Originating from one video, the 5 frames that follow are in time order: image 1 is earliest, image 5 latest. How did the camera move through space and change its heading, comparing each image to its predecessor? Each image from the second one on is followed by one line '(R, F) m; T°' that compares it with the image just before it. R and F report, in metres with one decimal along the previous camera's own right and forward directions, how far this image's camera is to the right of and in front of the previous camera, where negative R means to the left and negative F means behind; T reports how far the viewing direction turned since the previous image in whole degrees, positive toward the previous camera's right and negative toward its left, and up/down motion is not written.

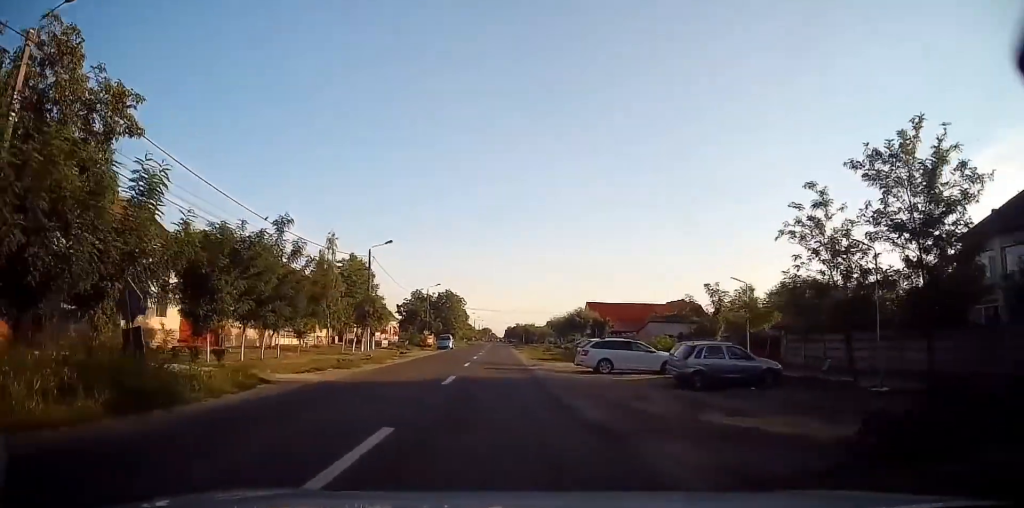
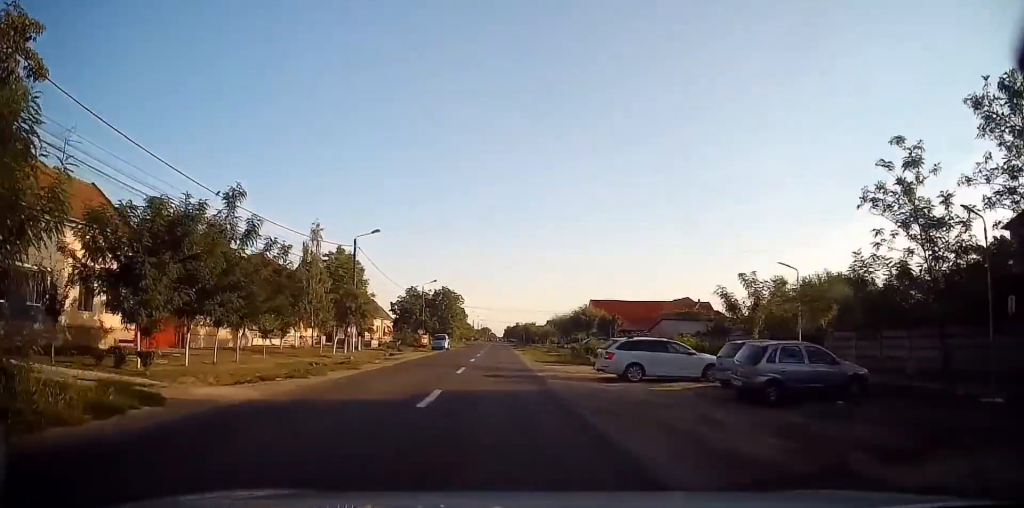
(0.0, +4.4) m; 0°
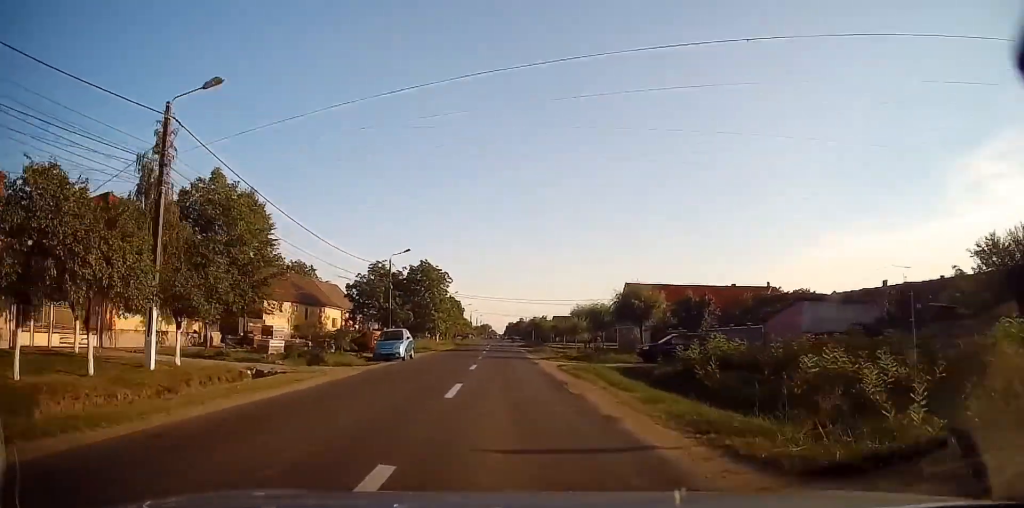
(-0.1, +23.9) m; -2°
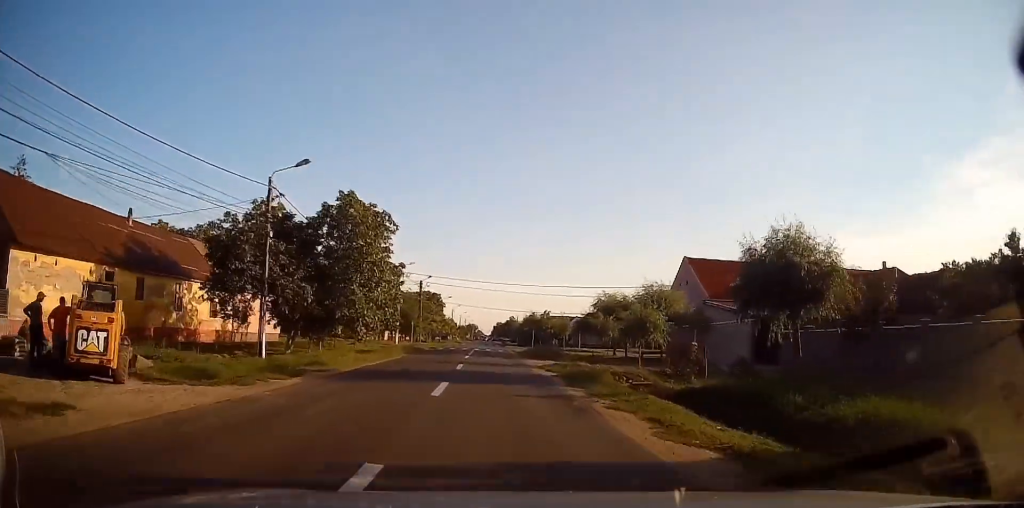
(+0.8, +25.5) m; +3°
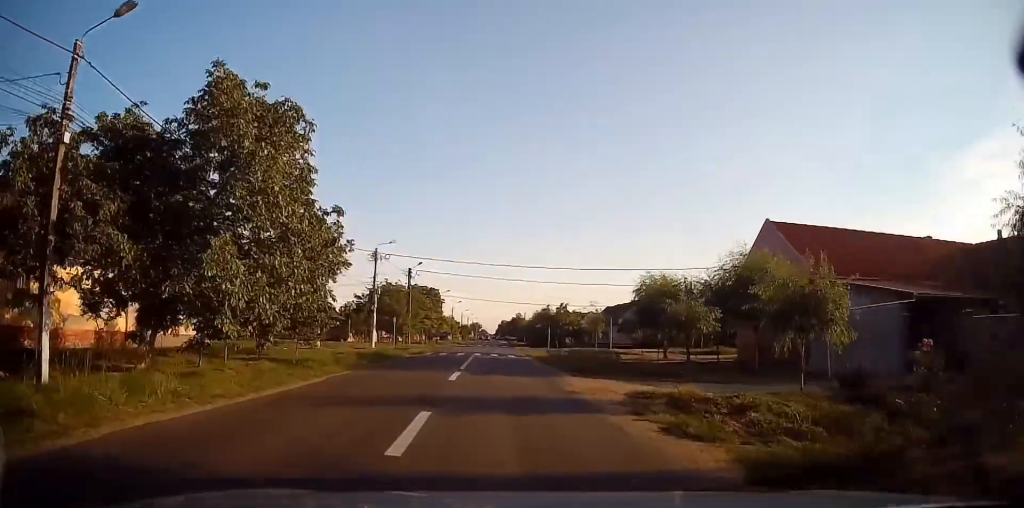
(-0.3, +13.6) m; -1°
